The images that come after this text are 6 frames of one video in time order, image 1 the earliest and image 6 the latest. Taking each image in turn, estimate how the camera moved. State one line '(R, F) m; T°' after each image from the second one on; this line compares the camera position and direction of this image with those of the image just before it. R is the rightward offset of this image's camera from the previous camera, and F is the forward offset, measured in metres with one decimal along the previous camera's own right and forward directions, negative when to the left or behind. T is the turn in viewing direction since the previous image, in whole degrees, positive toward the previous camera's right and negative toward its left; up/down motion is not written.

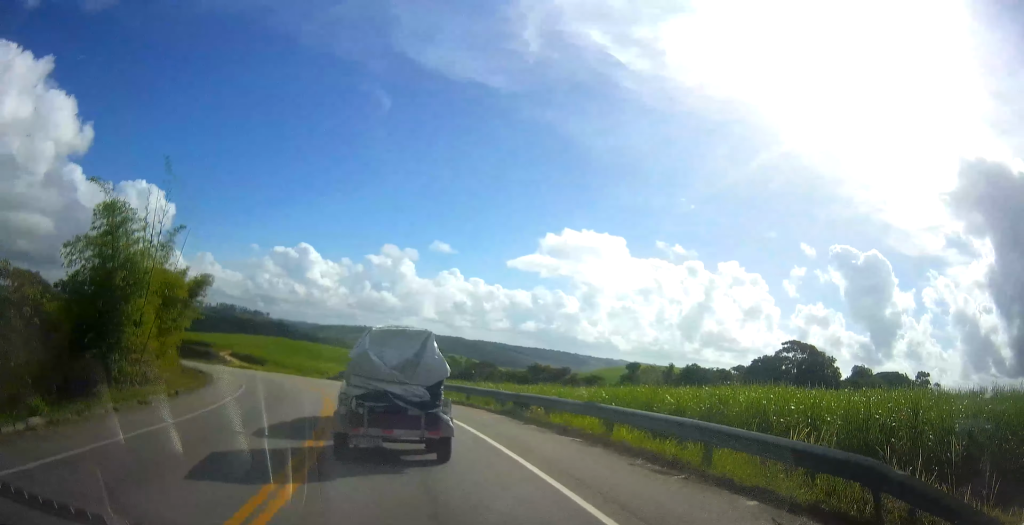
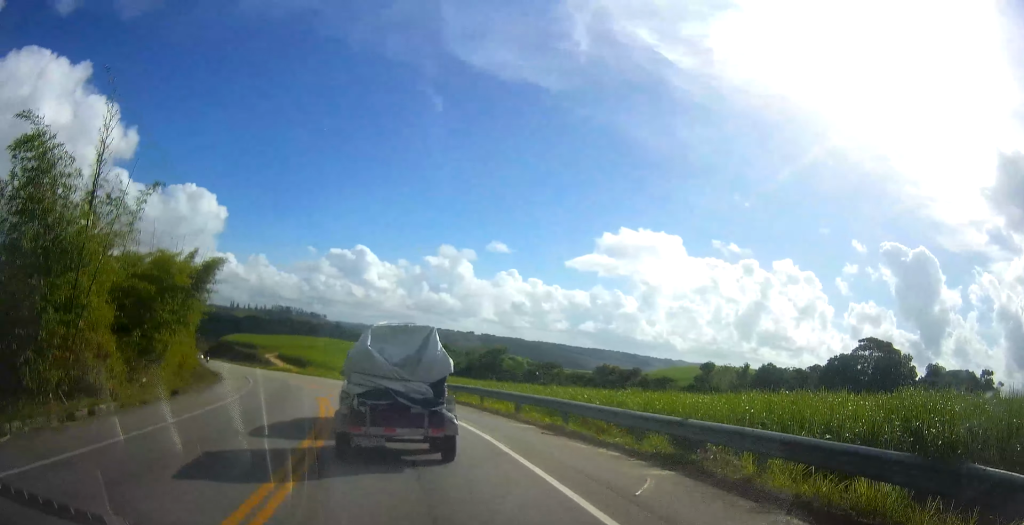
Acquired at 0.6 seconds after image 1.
(-0.3, +9.0) m; -3°
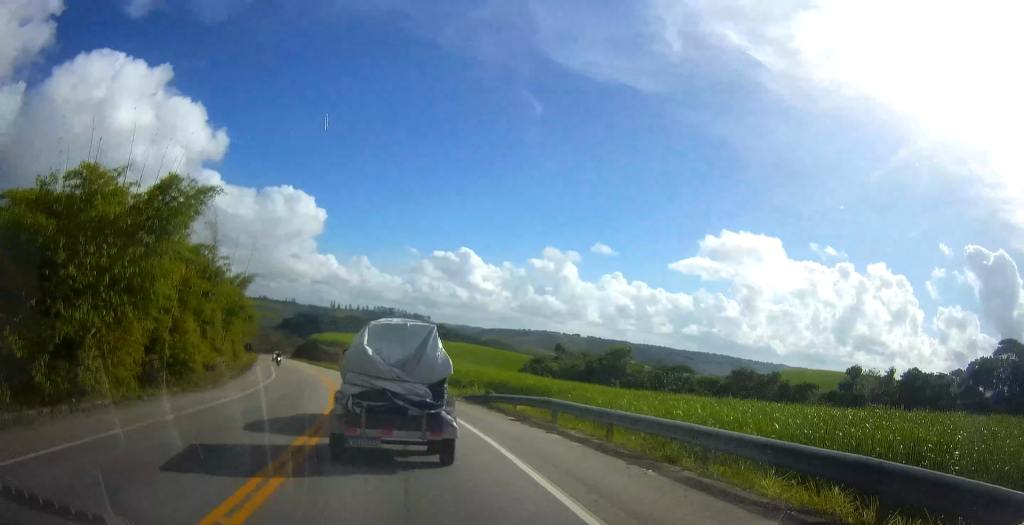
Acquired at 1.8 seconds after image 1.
(-0.9, +17.5) m; -8°
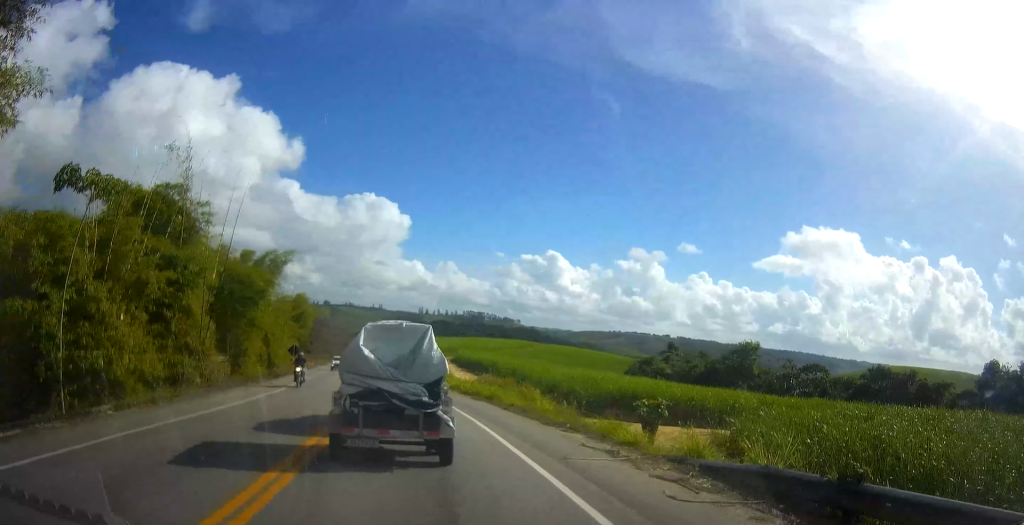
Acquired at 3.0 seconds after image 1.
(-1.6, +17.1) m; -12°
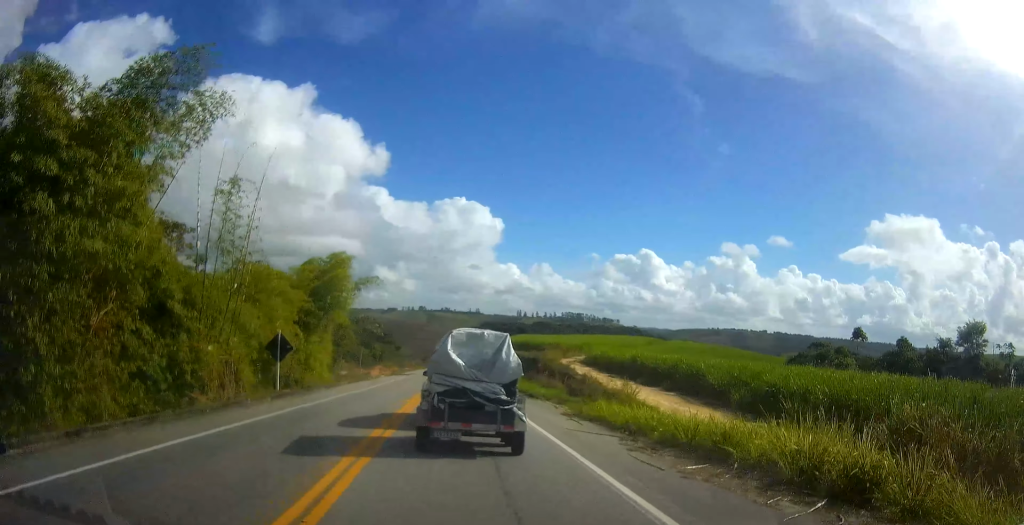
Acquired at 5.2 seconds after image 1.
(-5.4, +31.7) m; -16°
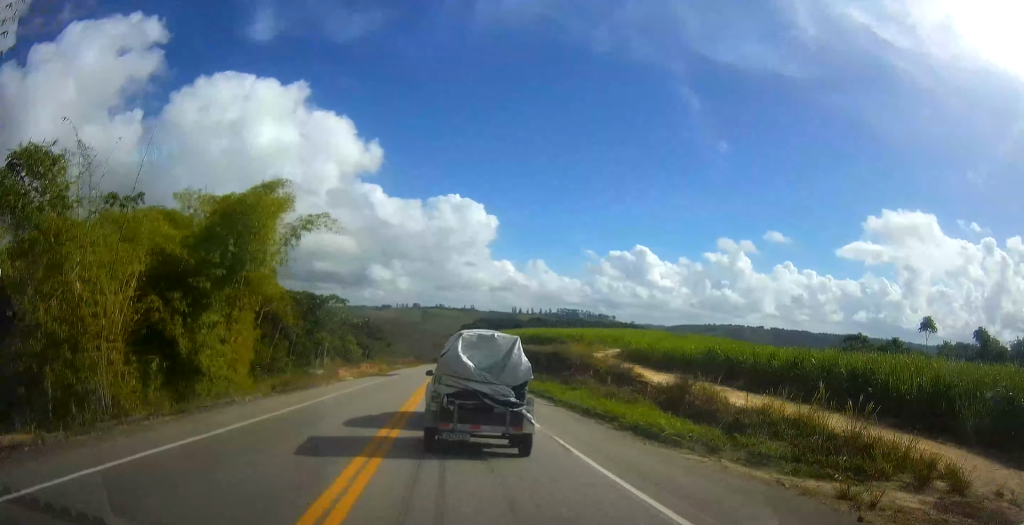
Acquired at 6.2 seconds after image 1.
(-0.4, +16.5) m; -4°
